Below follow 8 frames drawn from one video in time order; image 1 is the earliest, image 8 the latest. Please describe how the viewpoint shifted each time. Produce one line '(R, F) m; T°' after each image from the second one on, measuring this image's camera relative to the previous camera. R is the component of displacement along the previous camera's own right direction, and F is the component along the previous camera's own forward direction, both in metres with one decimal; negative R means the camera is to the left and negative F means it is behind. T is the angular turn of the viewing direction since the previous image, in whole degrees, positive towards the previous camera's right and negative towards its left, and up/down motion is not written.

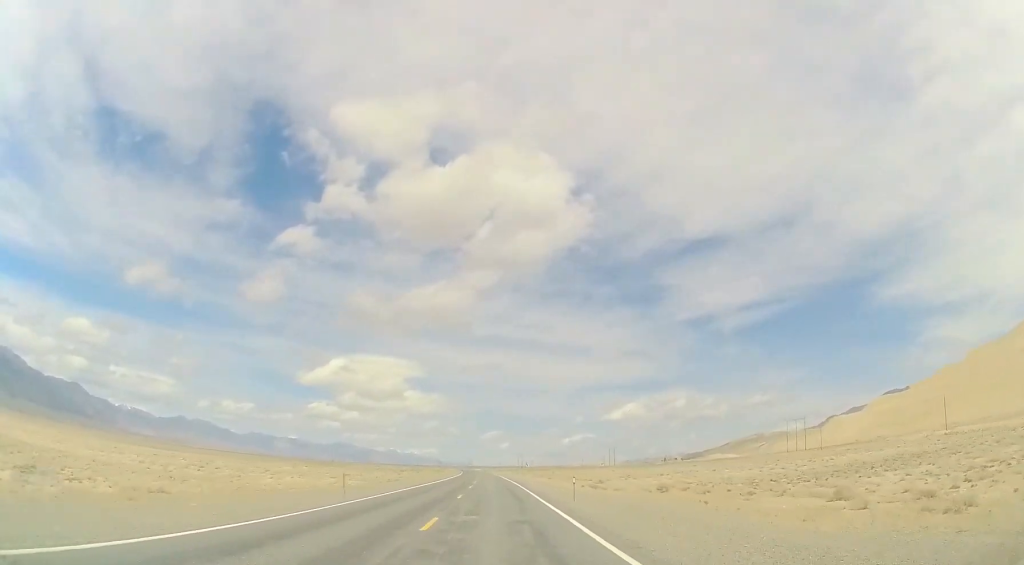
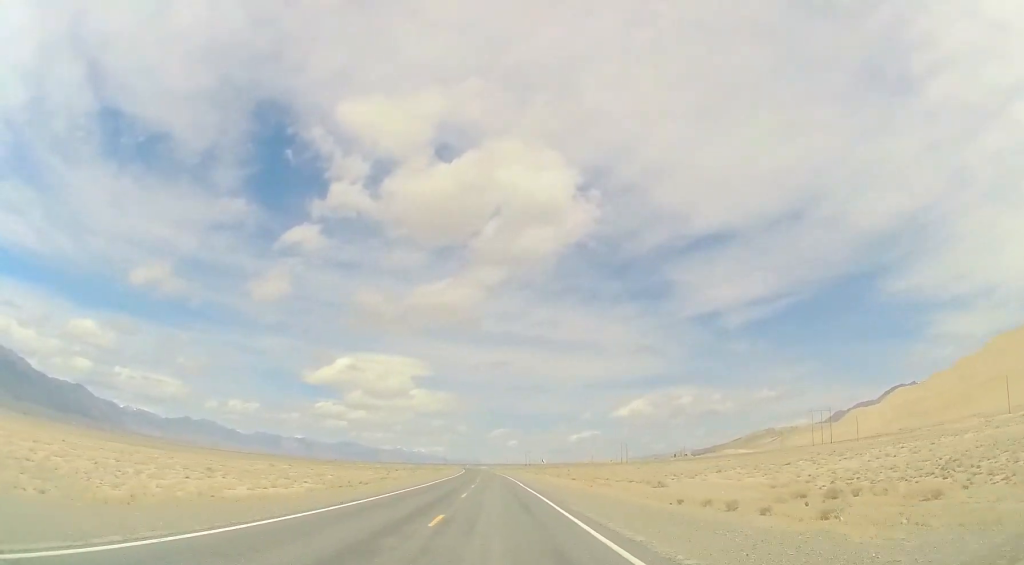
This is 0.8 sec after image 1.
(-0.1, +26.4) m; -1°
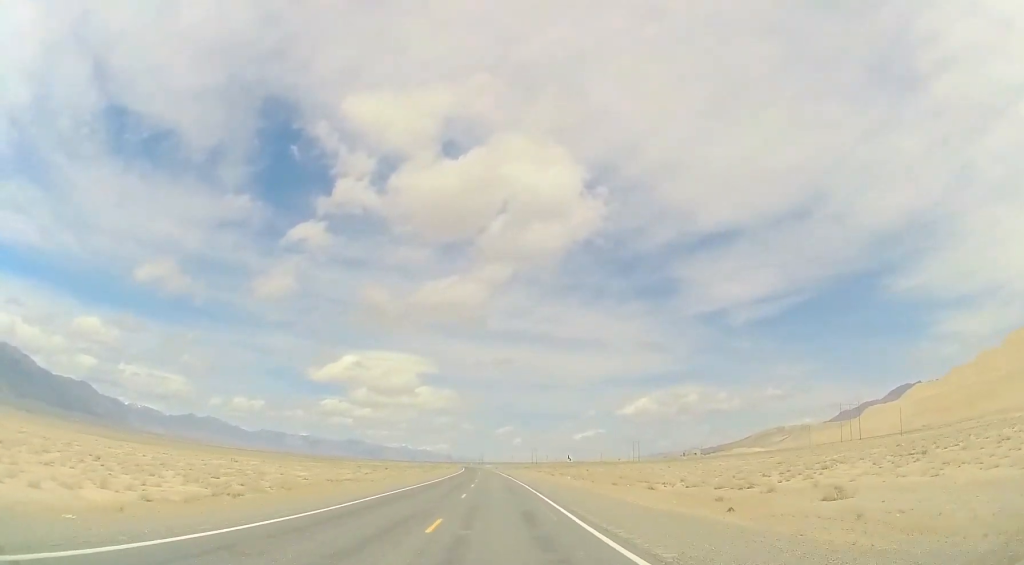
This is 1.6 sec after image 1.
(-0.2, +28.6) m; -1°
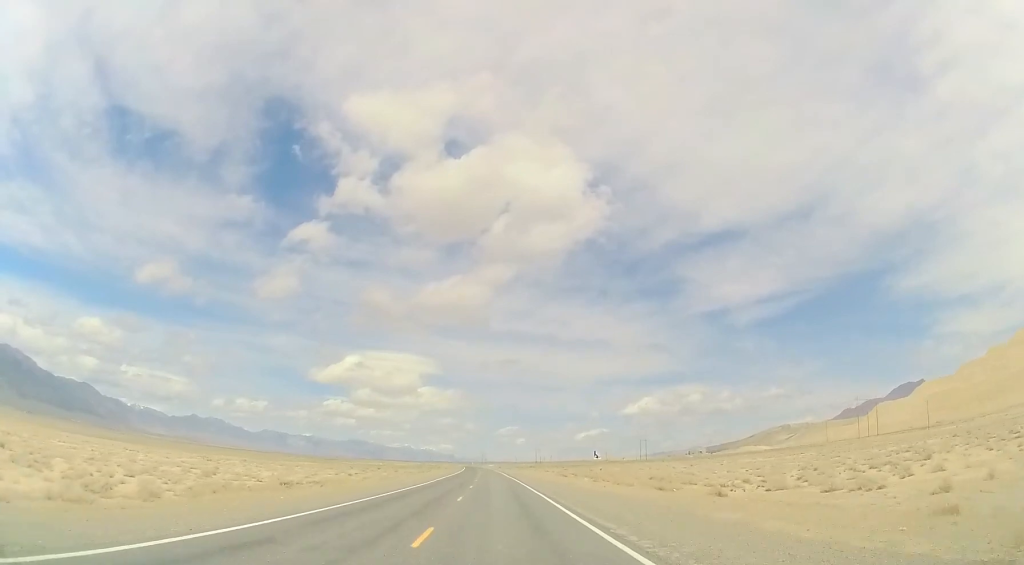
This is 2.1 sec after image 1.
(-0.2, +16.1) m; 0°
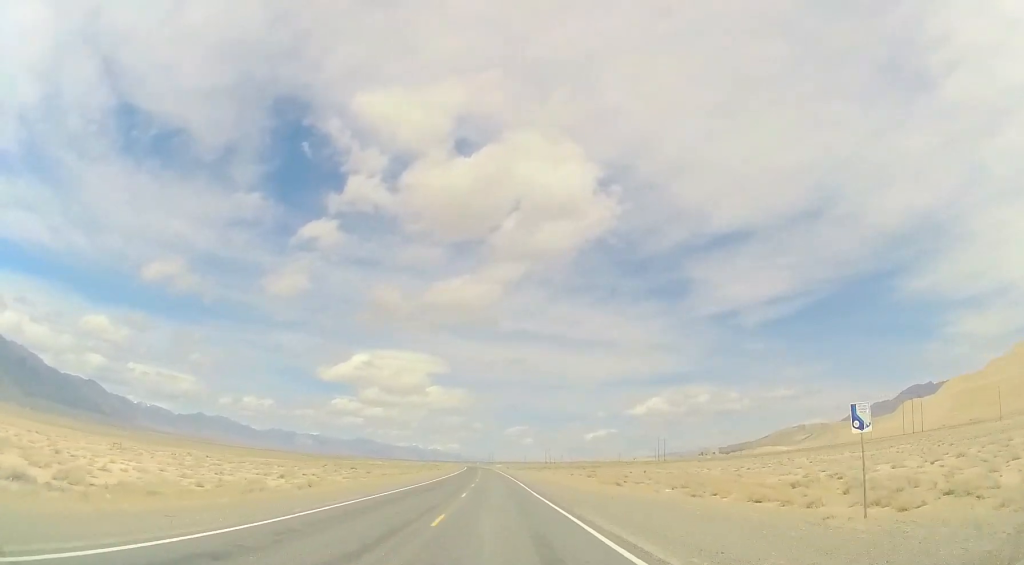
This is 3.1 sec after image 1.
(-0.2, +36.8) m; 0°
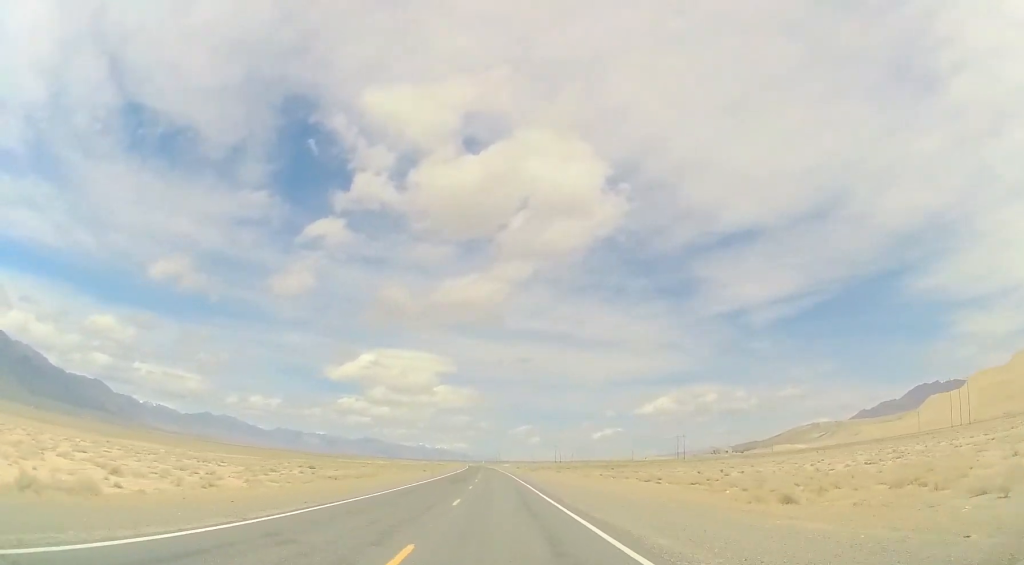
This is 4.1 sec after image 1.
(0.0, +34.5) m; 0°
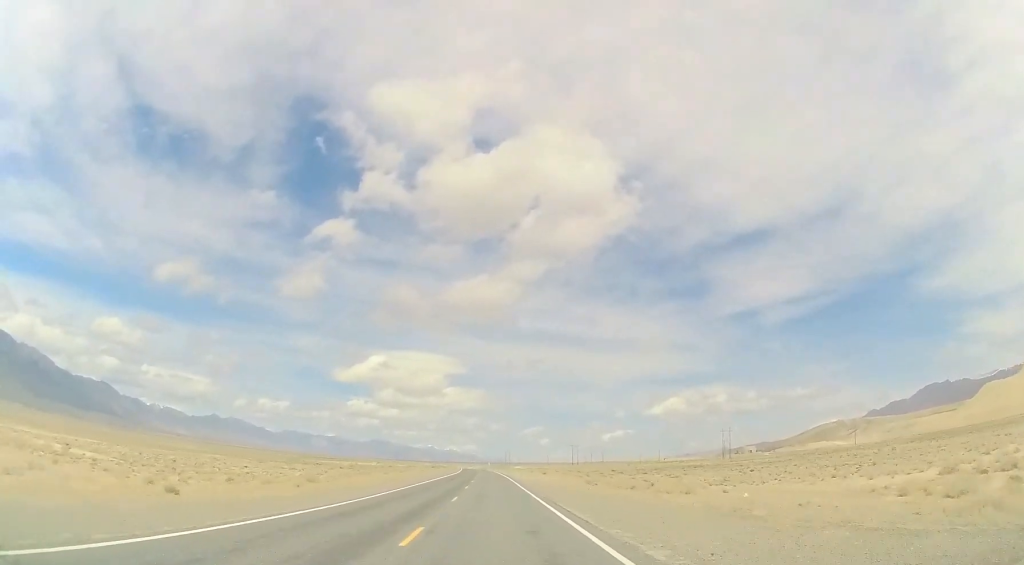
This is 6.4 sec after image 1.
(-0.6, +78.4) m; -1°
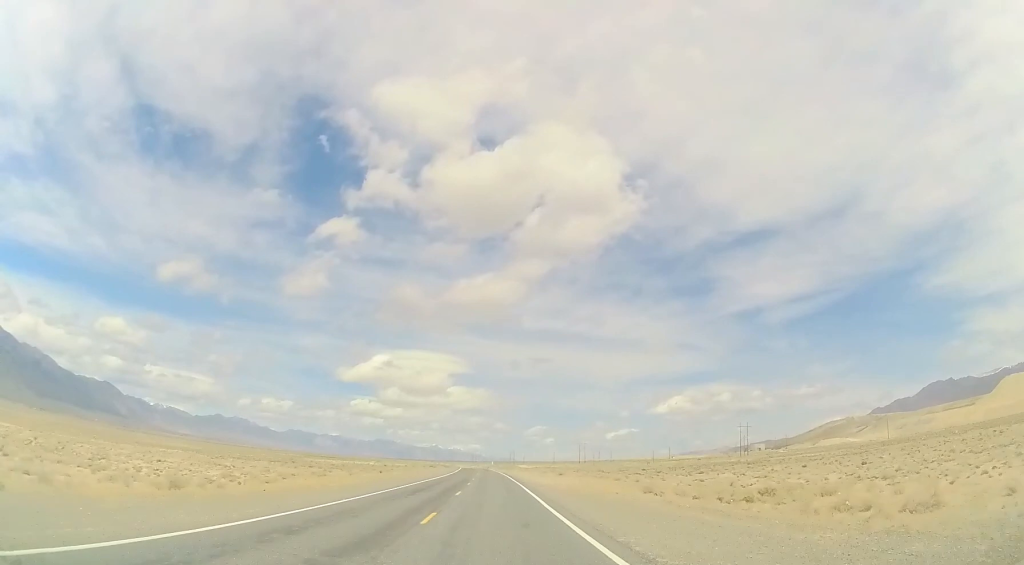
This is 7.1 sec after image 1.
(+0.1, +23.2) m; 0°
